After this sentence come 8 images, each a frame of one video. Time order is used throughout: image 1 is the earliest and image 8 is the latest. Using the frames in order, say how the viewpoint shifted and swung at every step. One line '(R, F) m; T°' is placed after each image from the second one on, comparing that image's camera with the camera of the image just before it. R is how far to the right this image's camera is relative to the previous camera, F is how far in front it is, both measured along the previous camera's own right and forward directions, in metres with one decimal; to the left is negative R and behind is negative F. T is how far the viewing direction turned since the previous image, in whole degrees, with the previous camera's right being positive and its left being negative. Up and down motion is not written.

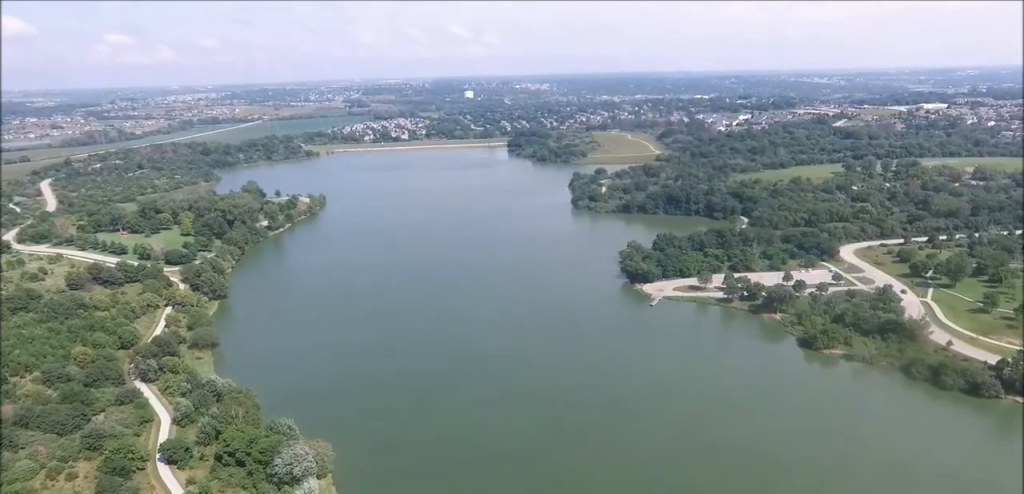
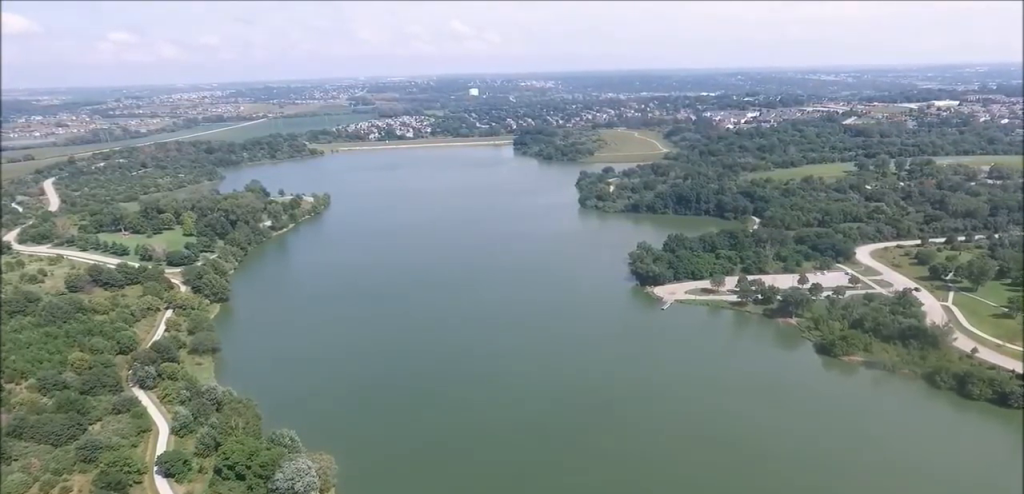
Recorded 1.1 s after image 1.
(+0.1, +10.2) m; +1°
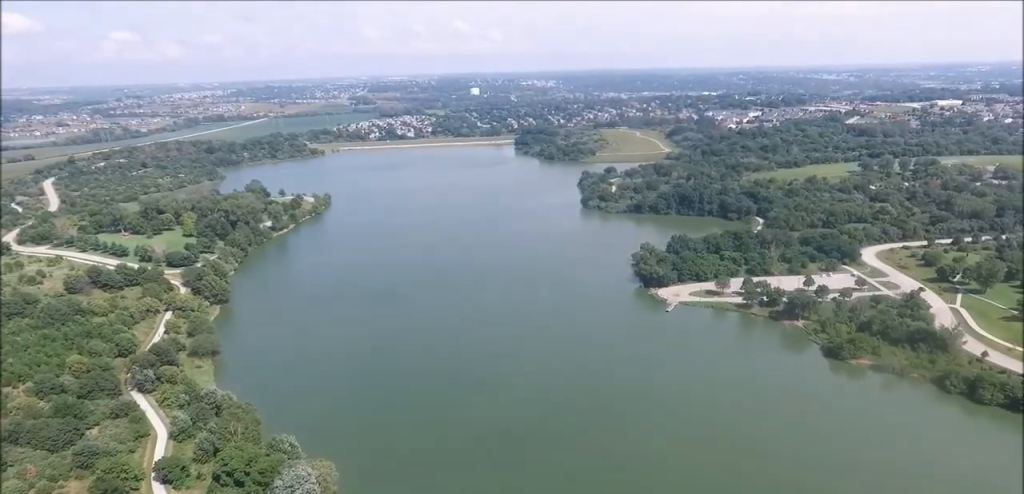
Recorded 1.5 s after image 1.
(0.0, +4.1) m; 0°
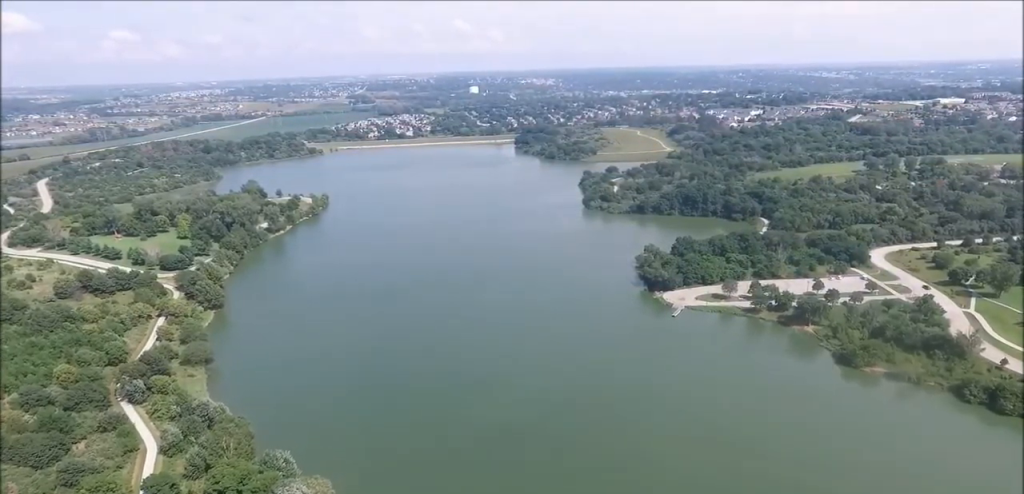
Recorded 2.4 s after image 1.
(0.0, +10.2) m; 0°
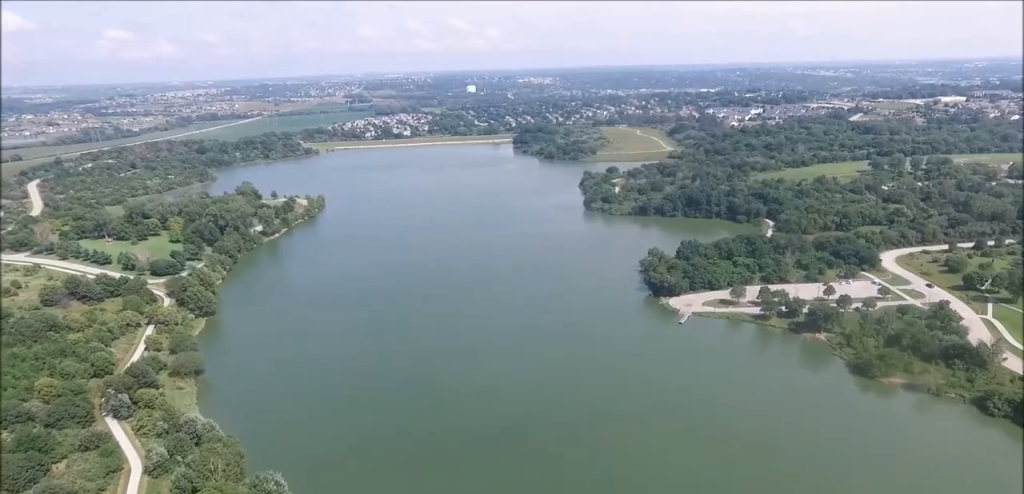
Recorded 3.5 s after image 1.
(0.0, +11.9) m; 0°
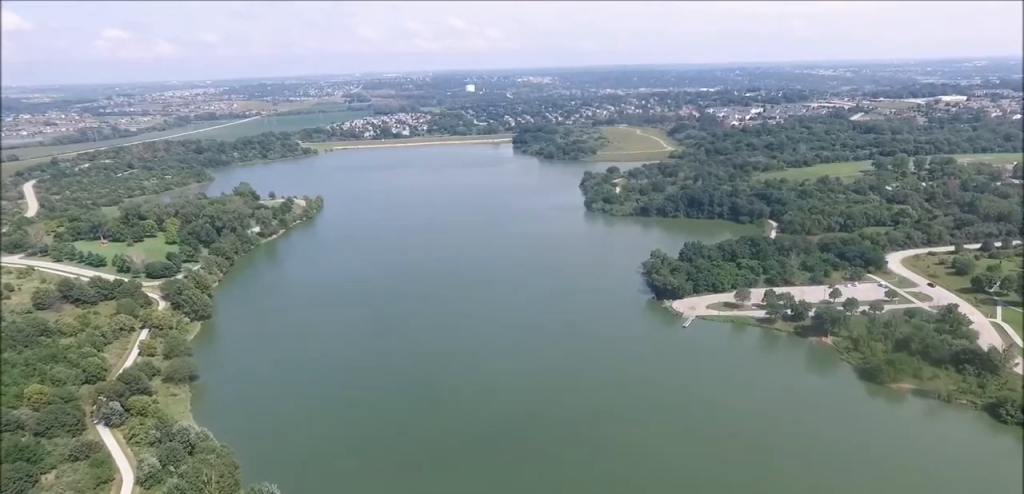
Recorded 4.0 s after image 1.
(0.0, +6.0) m; 0°
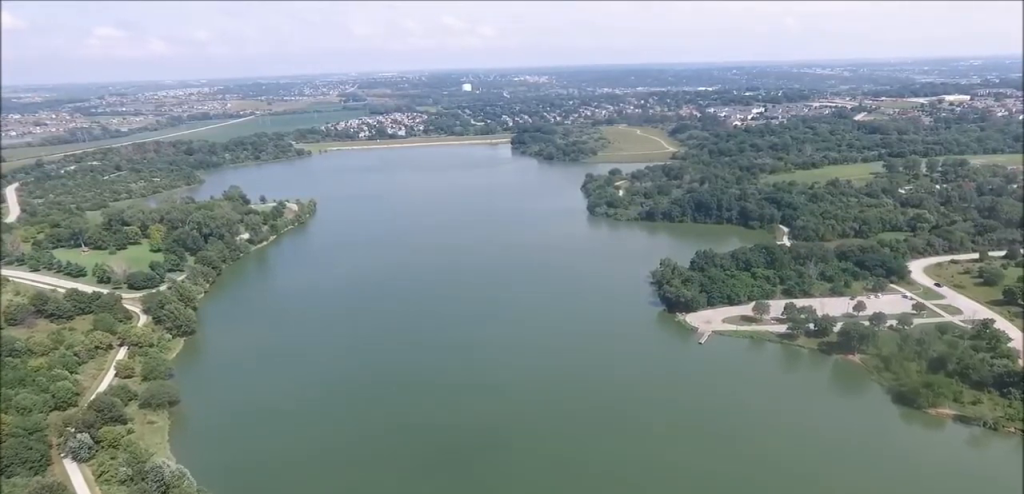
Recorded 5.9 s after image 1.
(0.0, +21.5) m; 0°
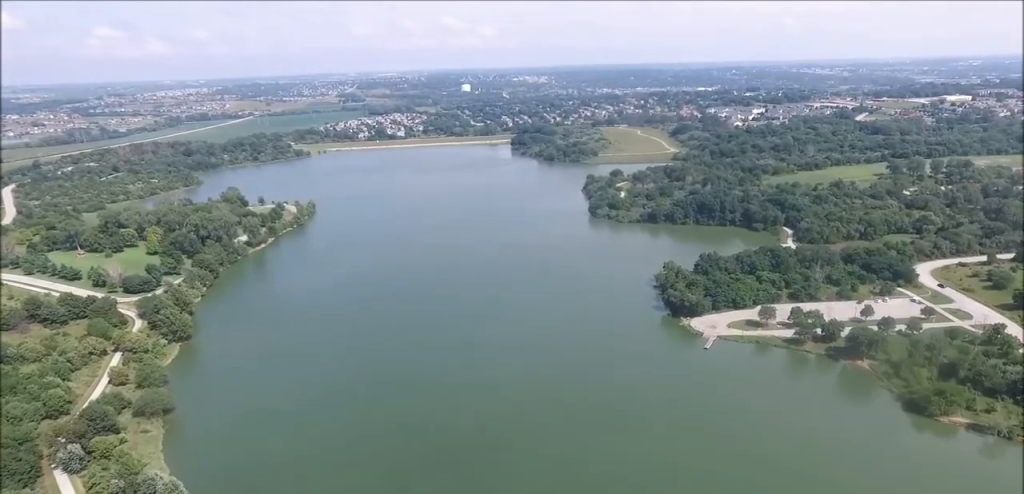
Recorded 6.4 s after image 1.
(0.0, +6.3) m; 0°
